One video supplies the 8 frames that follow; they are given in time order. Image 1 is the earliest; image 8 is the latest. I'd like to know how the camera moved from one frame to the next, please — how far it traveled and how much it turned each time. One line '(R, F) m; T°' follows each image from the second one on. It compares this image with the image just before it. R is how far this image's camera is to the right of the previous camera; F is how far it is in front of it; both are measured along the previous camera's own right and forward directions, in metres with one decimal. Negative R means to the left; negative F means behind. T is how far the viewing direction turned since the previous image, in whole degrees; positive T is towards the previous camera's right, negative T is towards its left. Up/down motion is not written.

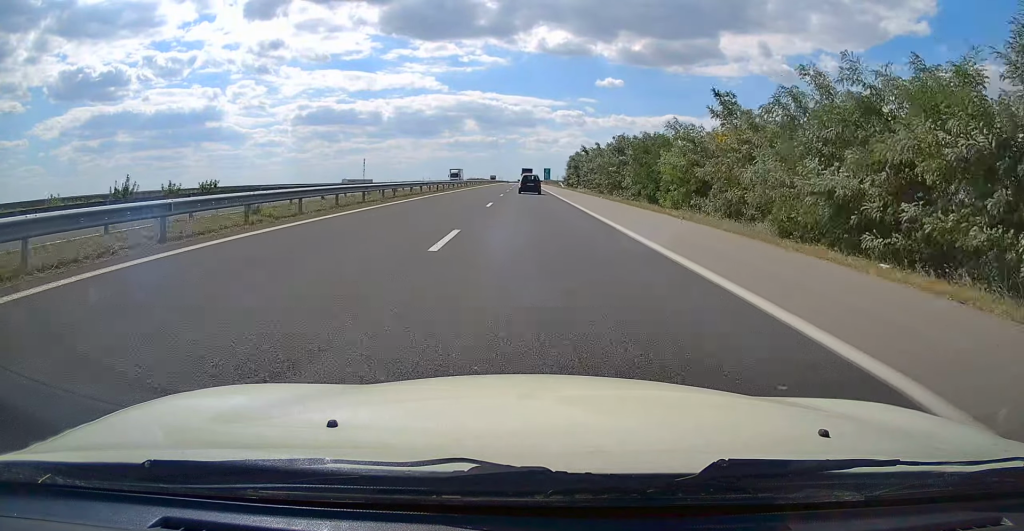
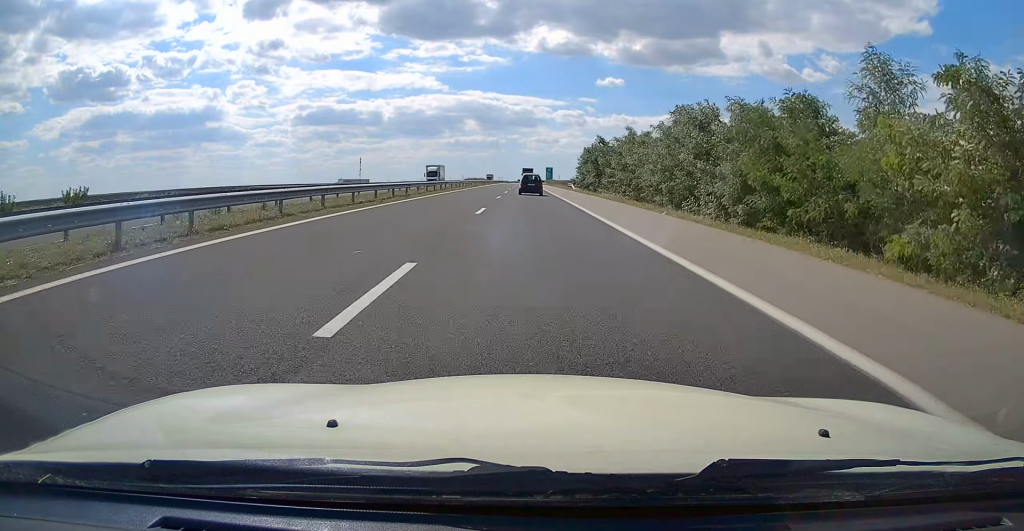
(+0.2, +21.4) m; 0°
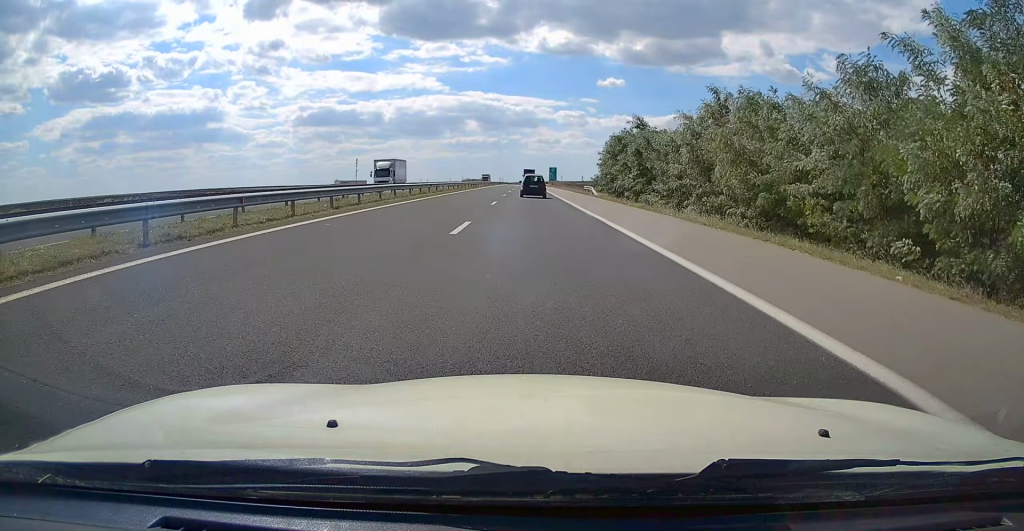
(-0.1, +23.1) m; -1°
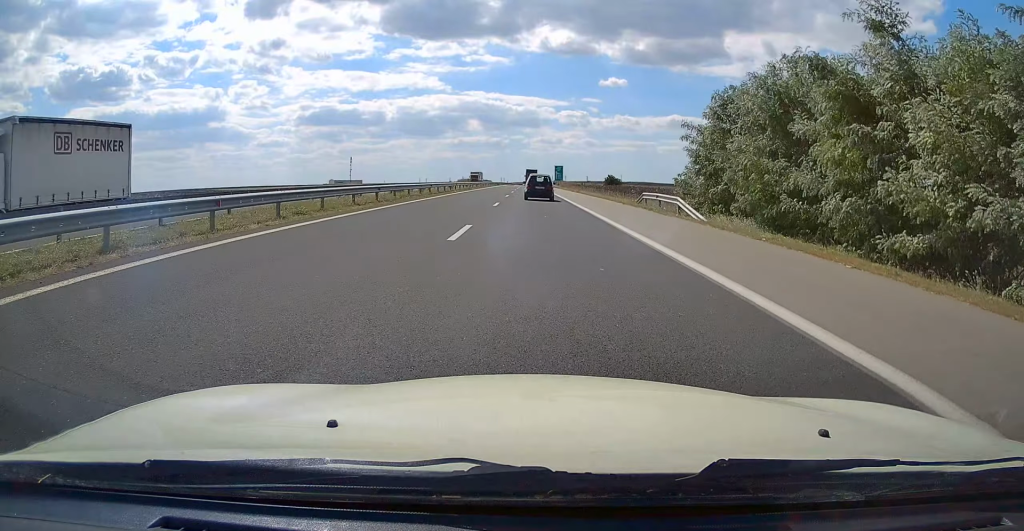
(-0.2, +33.2) m; 0°
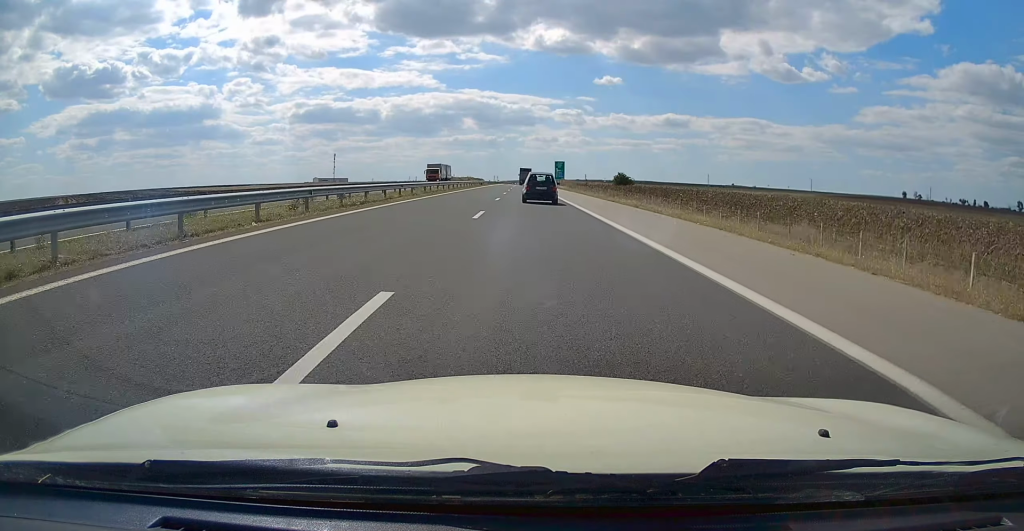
(-0.2, +41.6) m; 0°
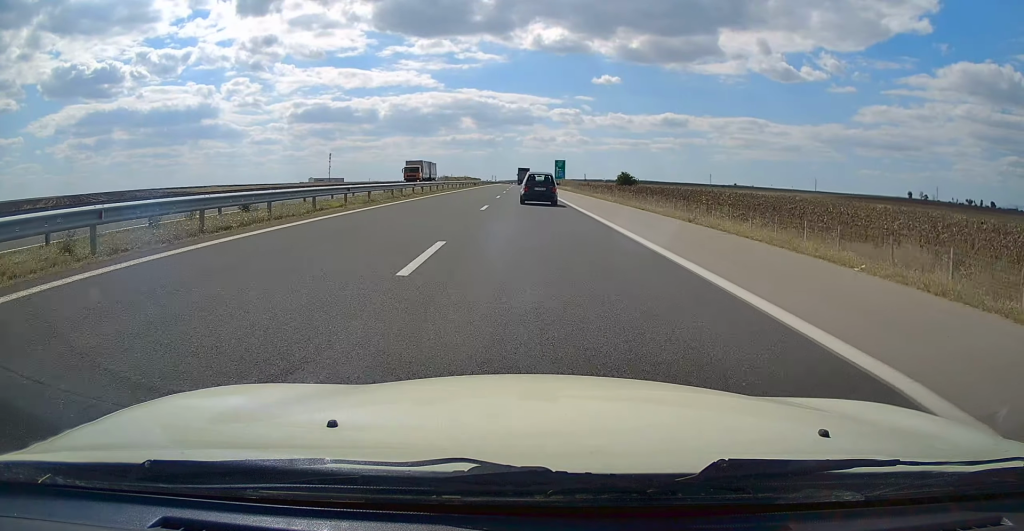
(+0.2, +10.9) m; 0°
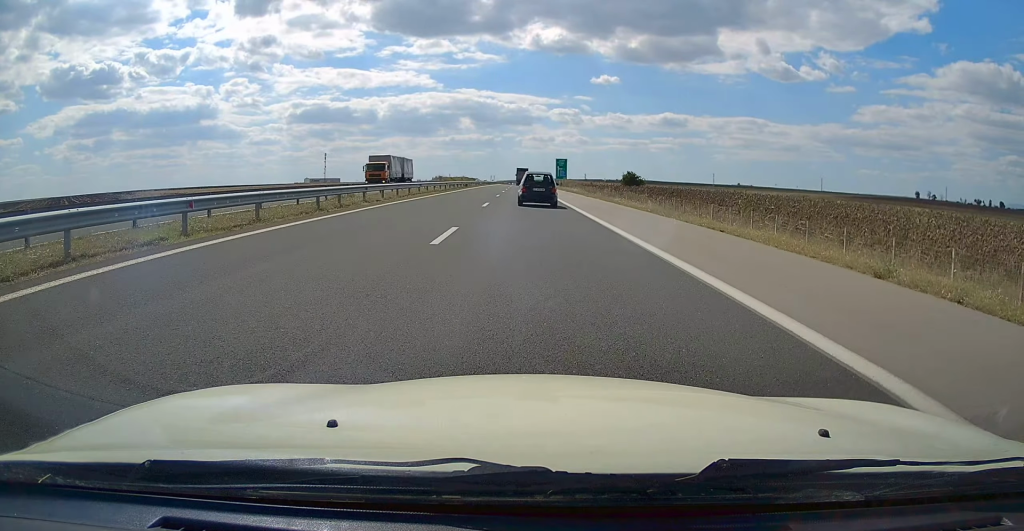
(+0.1, +12.6) m; 0°
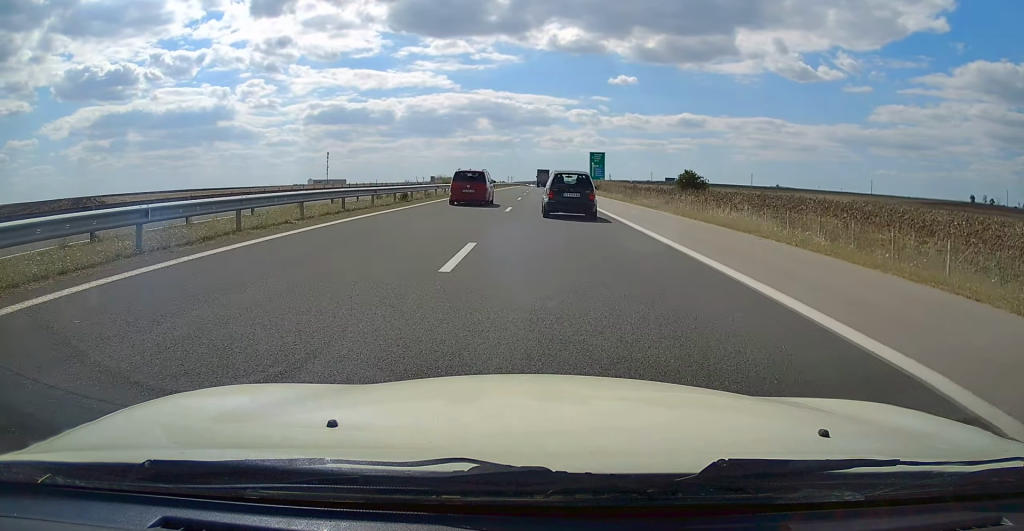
(-0.8, +50.1) m; -1°
